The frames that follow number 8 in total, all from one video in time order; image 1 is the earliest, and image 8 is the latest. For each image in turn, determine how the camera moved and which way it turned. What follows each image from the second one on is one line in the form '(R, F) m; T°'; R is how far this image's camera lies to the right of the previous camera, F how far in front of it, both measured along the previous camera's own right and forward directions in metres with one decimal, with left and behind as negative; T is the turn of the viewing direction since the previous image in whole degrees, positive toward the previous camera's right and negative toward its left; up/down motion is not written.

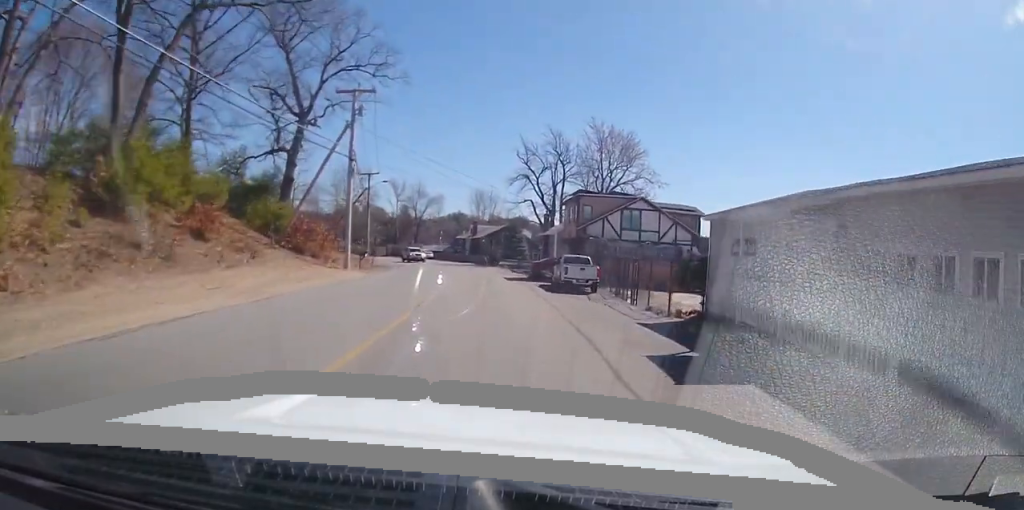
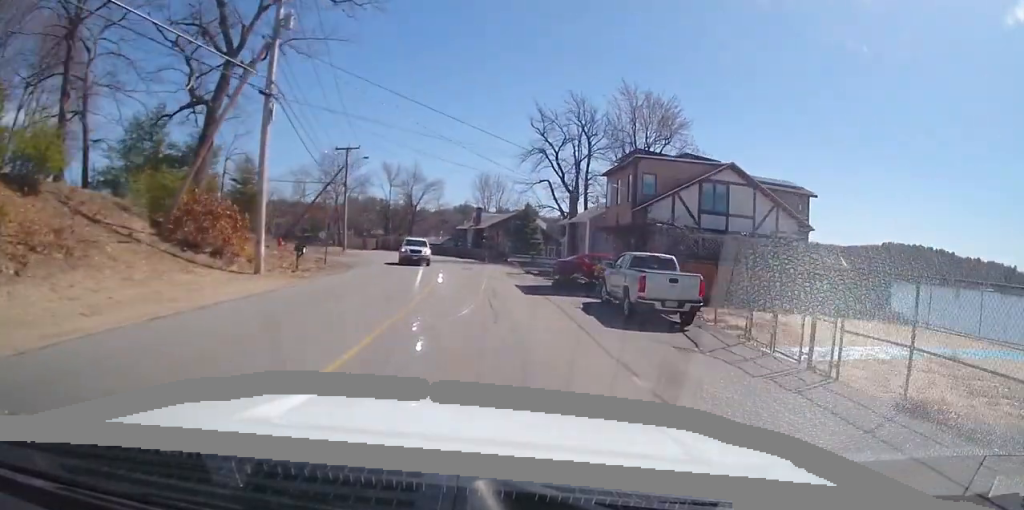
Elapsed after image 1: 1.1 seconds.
(-0.6, +13.4) m; -4°
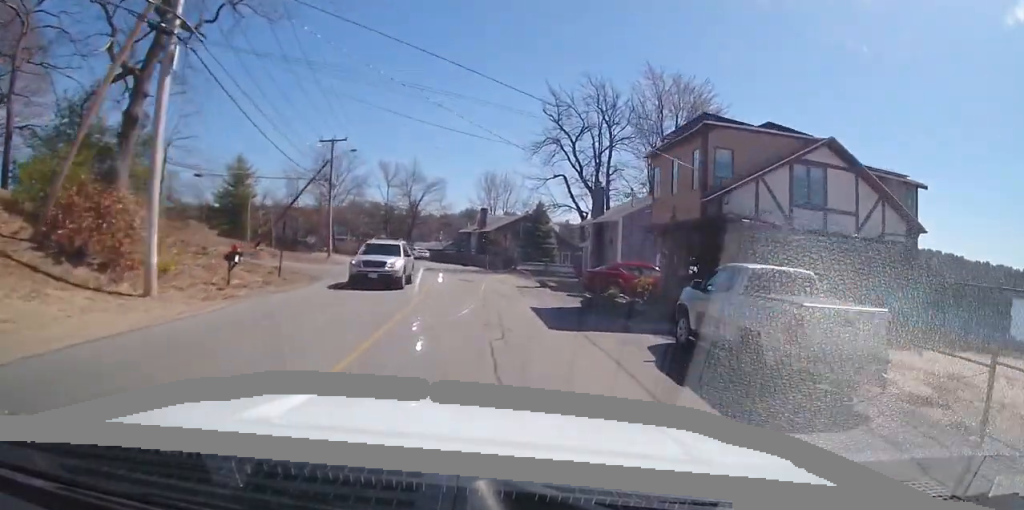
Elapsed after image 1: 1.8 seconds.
(-0.2, +7.3) m; -1°
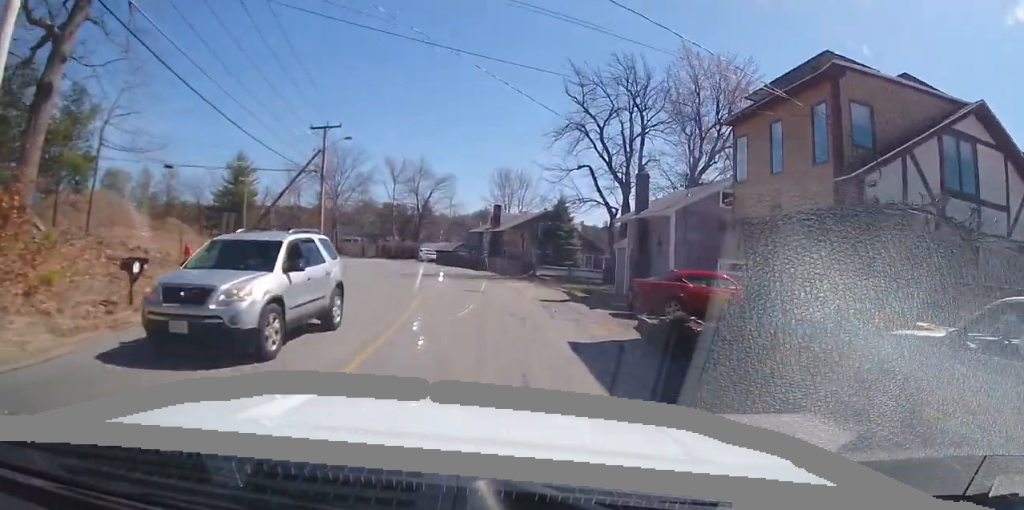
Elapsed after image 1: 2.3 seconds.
(0.0, +6.3) m; -1°
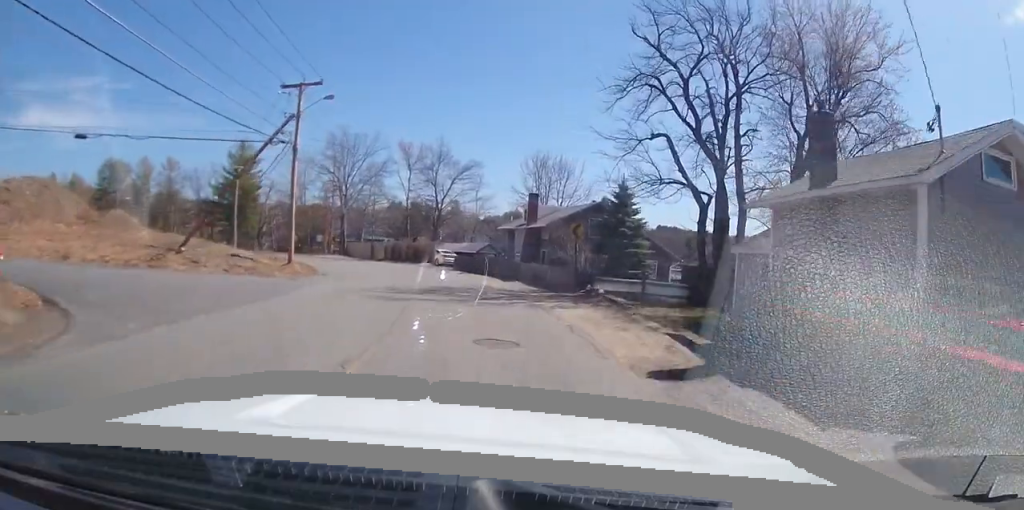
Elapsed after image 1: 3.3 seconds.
(-0.2, +12.1) m; -3°
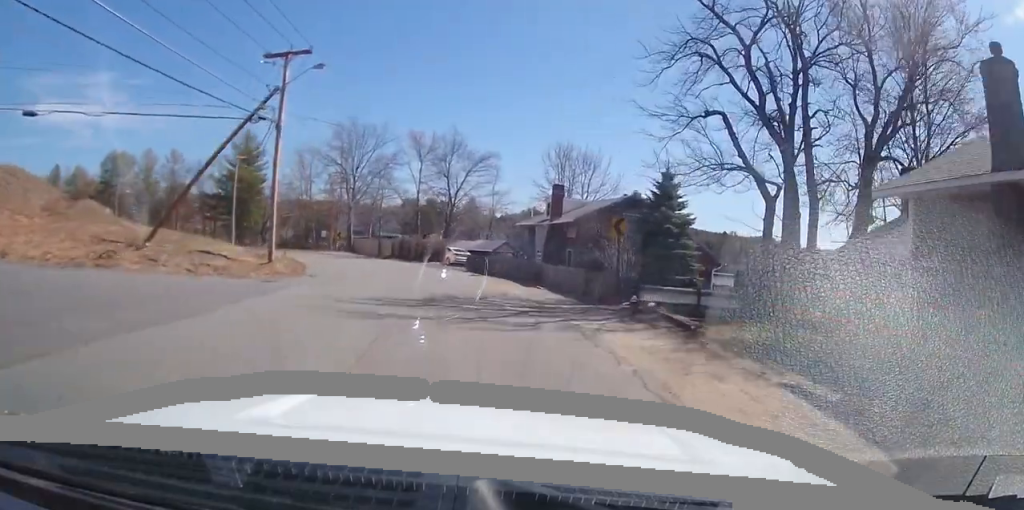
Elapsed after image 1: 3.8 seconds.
(-0.3, +5.1) m; -1°
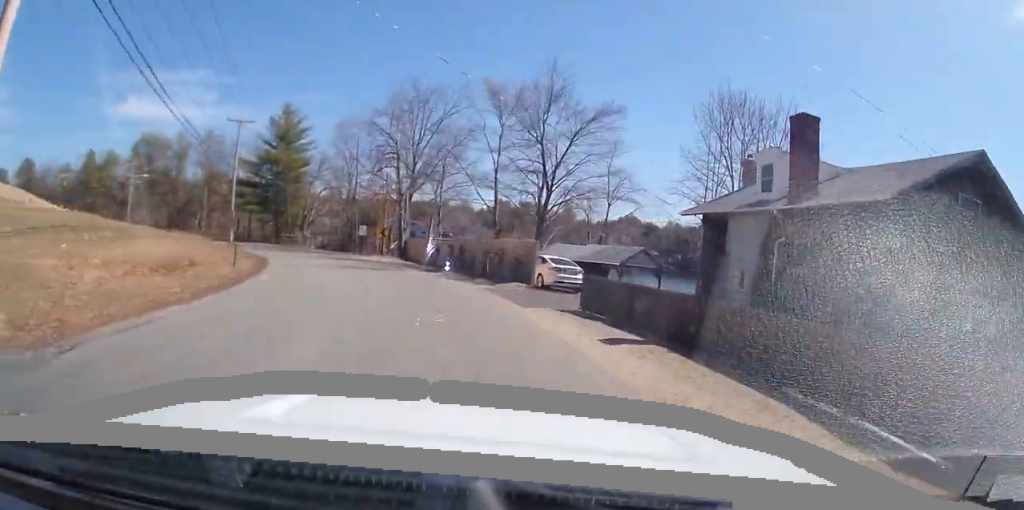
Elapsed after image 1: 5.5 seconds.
(-0.3, +20.4) m; -6°
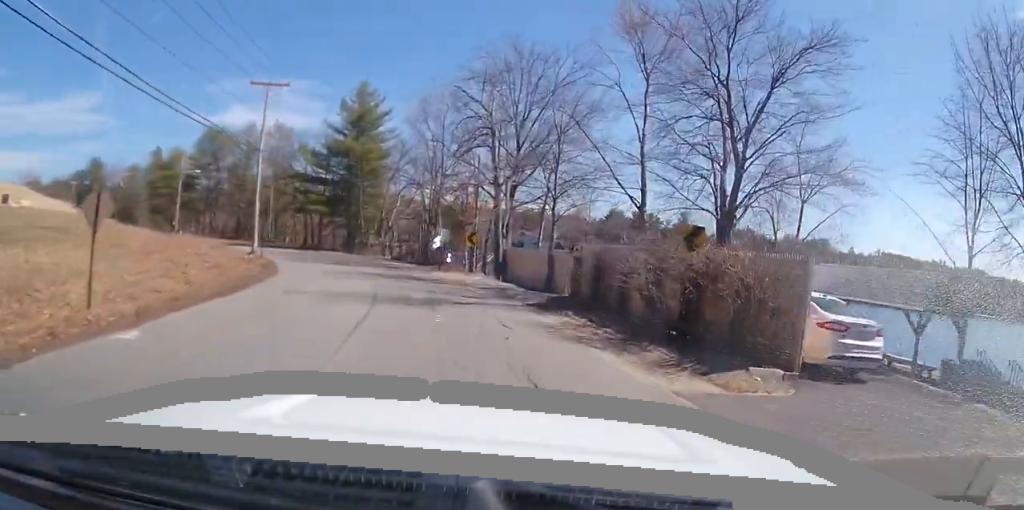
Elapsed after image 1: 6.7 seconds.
(-1.3, +14.4) m; -10°
